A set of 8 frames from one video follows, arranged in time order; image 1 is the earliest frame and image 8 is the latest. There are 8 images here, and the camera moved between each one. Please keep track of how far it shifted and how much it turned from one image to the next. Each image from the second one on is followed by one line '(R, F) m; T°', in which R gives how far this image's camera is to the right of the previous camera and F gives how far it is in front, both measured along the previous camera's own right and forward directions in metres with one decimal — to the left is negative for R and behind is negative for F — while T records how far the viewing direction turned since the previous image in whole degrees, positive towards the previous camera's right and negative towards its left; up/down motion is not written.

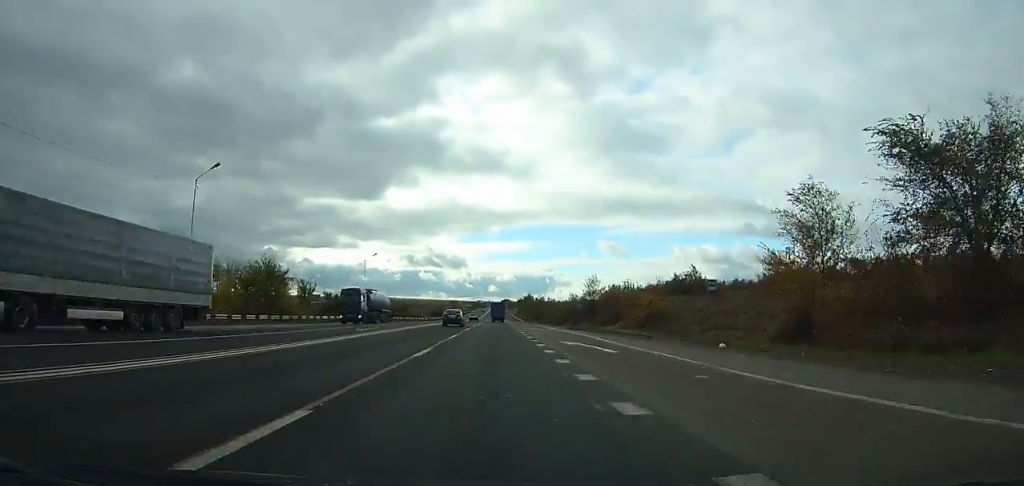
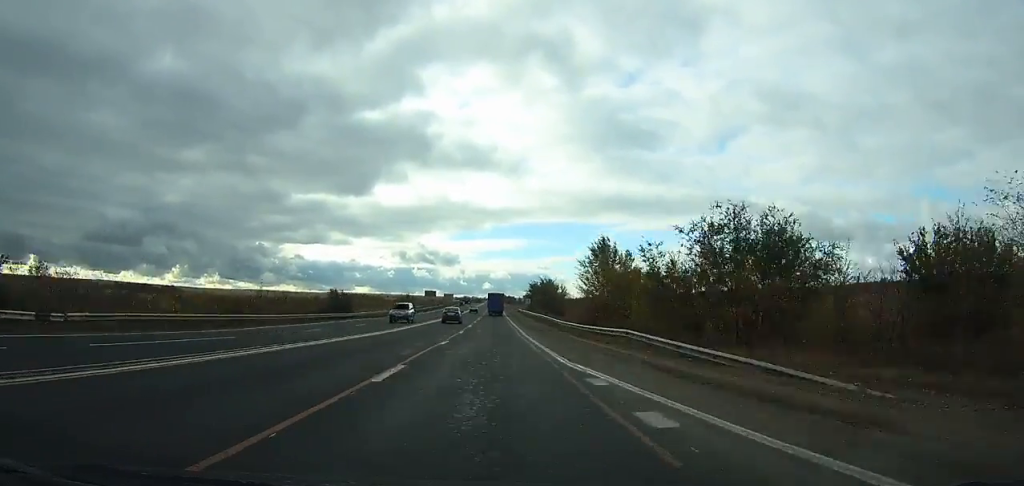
(+0.2, +128.3) m; 0°
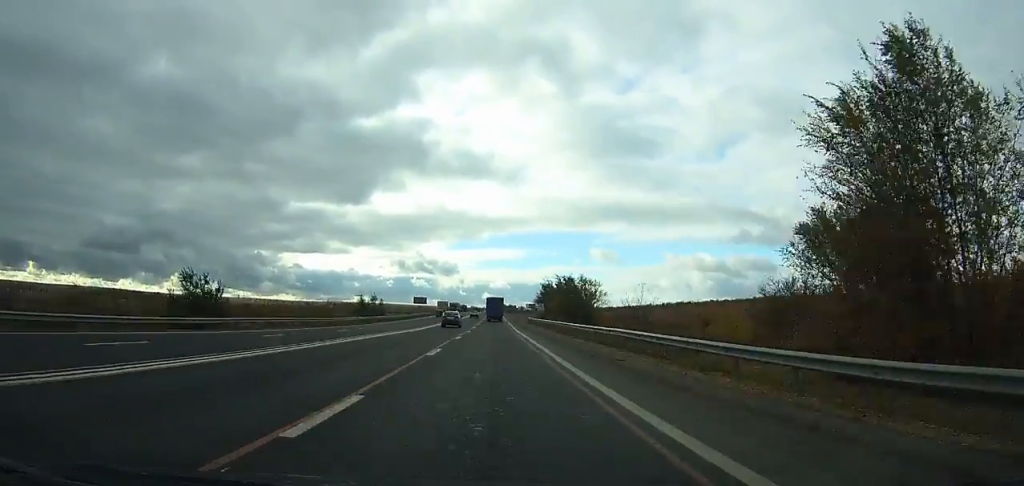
(0.0, +40.3) m; 0°
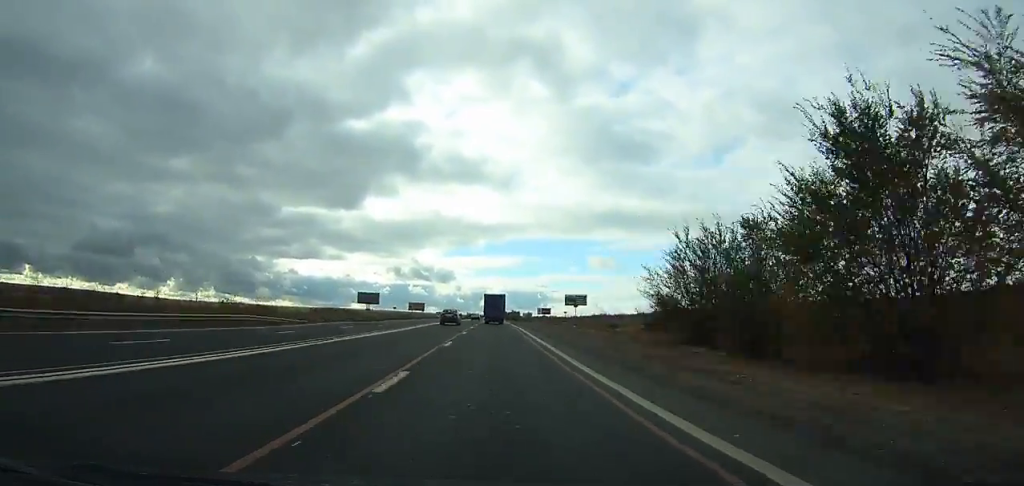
(-0.3, +105.5) m; 0°
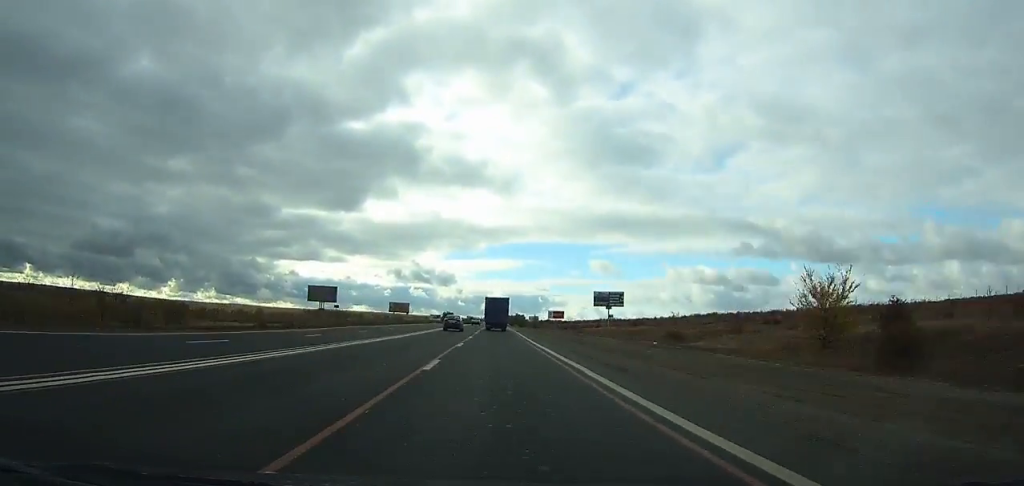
(0.0, +44.1) m; 0°
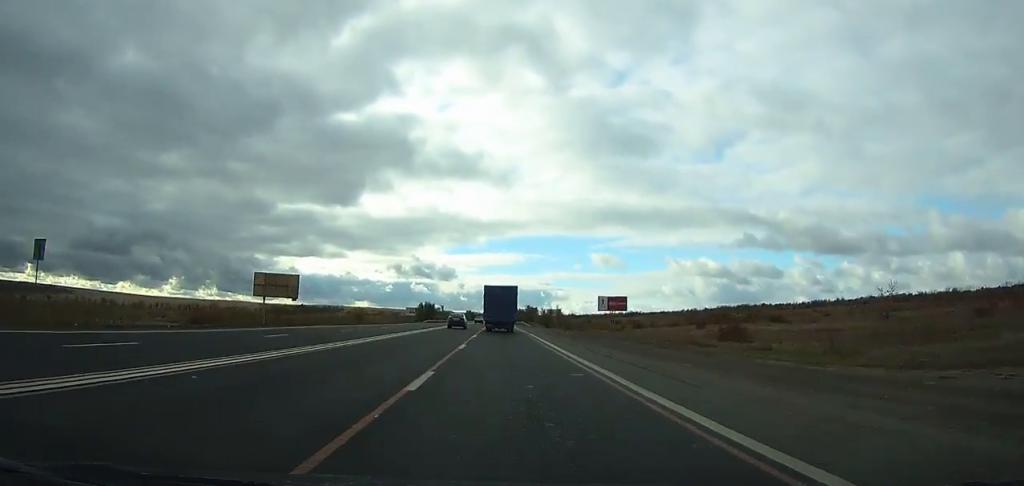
(+0.1, +102.7) m; 0°
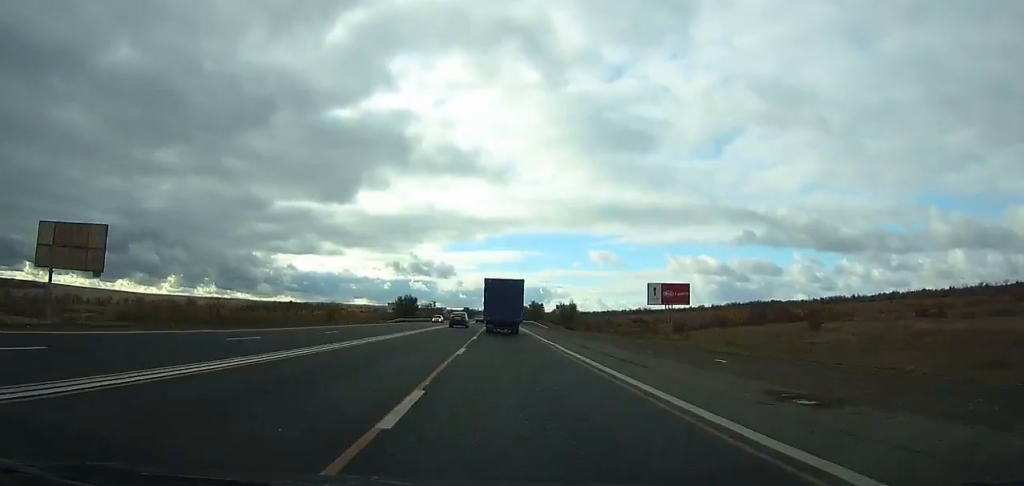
(0.0, +40.3) m; 0°
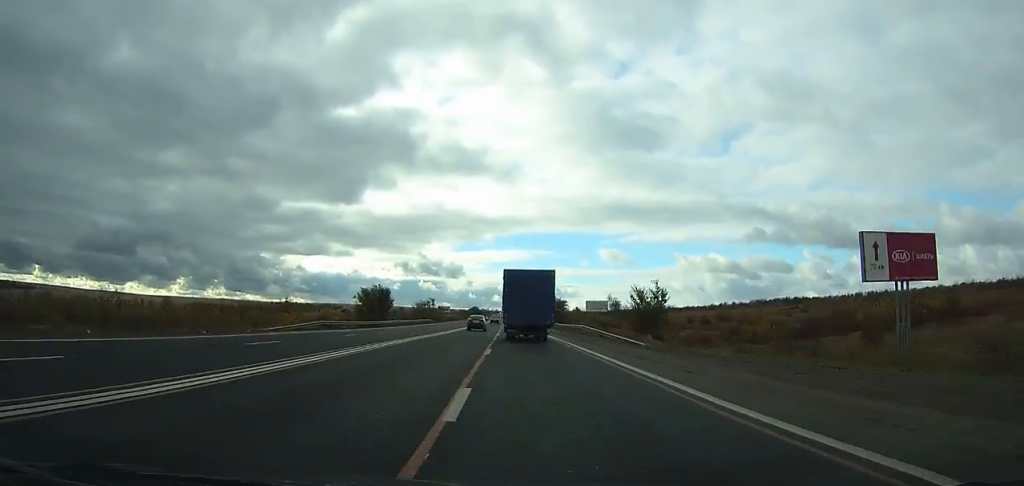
(-0.2, +48.8) m; 0°
